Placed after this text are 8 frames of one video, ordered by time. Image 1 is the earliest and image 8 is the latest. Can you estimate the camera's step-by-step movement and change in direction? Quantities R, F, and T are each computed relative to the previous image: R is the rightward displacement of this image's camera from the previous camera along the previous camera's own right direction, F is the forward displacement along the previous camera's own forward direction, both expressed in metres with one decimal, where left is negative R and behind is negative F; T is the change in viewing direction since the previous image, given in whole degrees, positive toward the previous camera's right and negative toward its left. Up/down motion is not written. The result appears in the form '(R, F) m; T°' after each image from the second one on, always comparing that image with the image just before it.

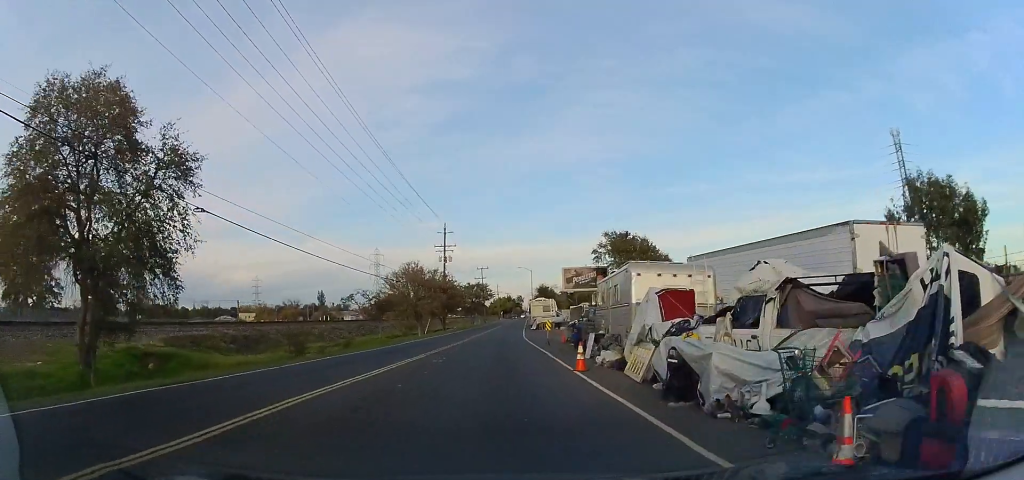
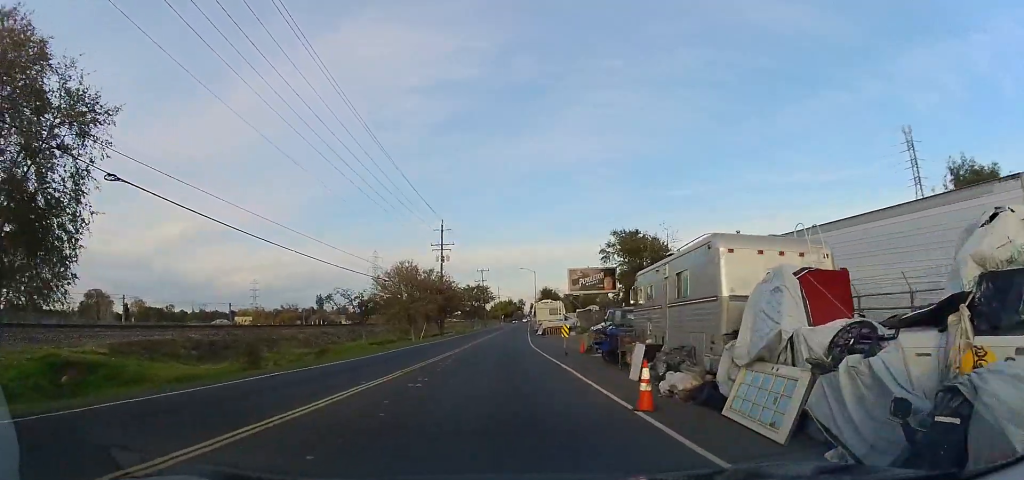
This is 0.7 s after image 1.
(0.0, +5.3) m; 0°
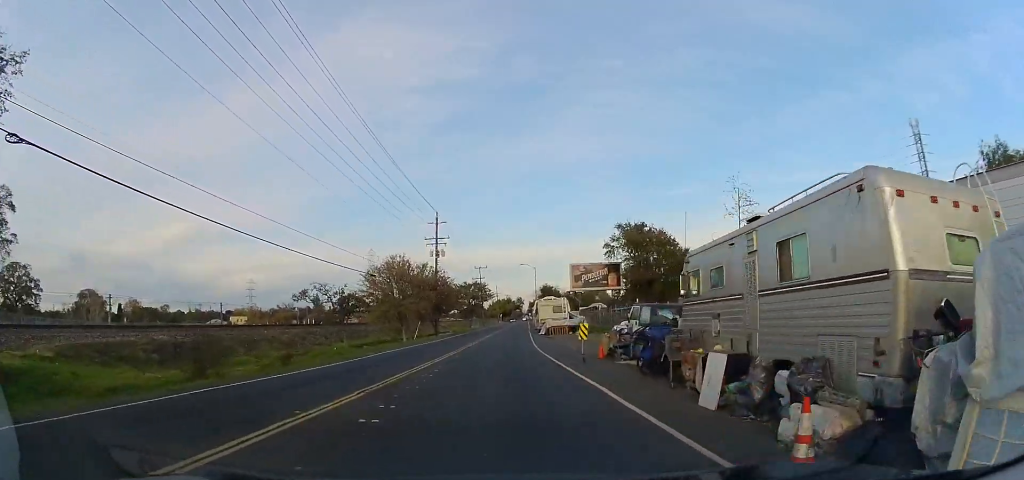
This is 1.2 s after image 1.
(0.0, +4.0) m; 0°
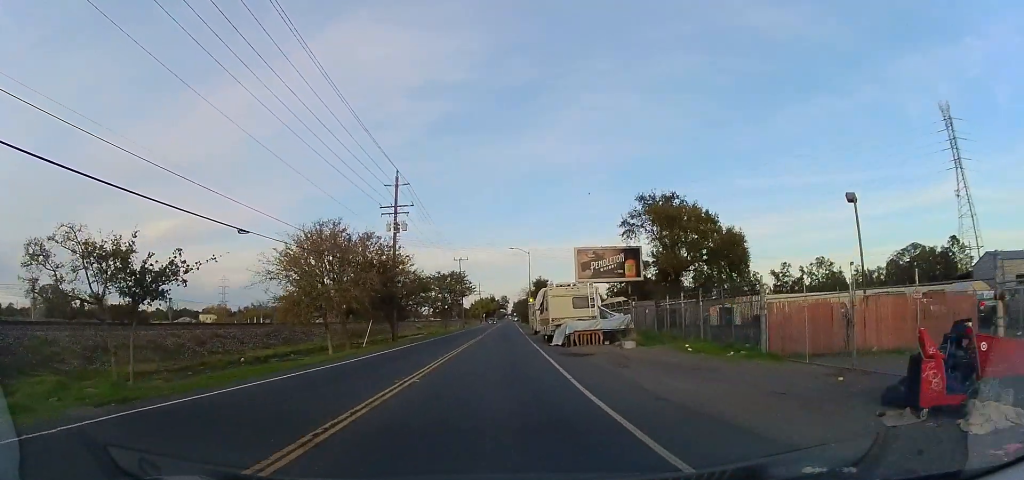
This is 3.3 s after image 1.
(-0.2, +17.5) m; -2°
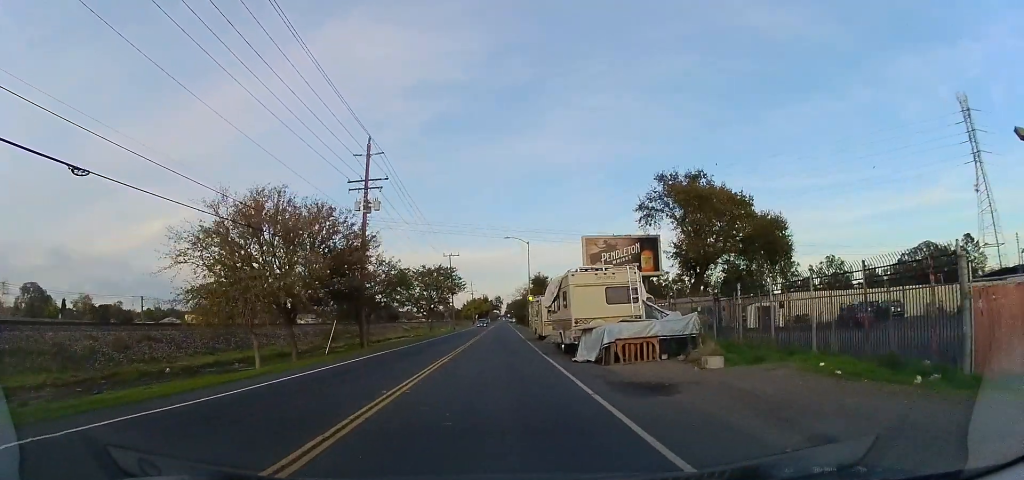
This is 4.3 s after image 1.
(-0.1, +8.9) m; +1°
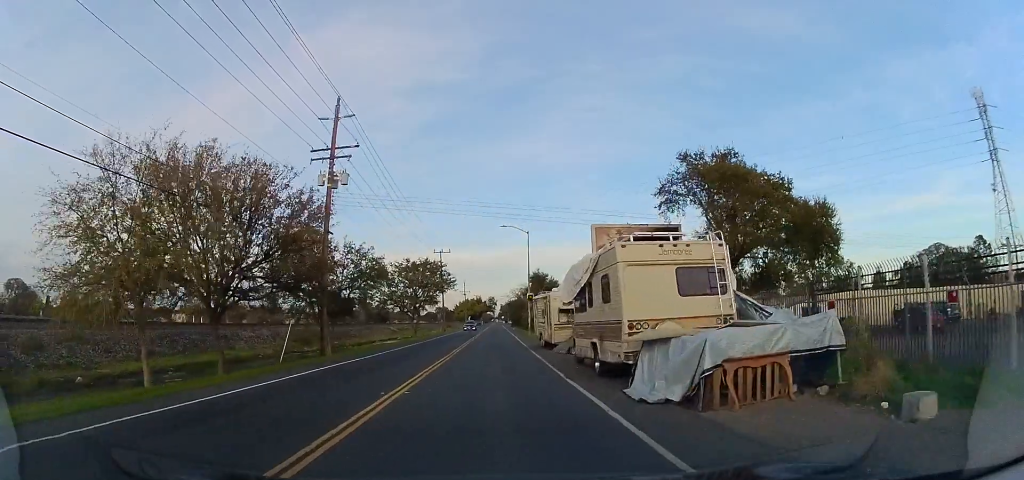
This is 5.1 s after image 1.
(+0.2, +7.2) m; +3°
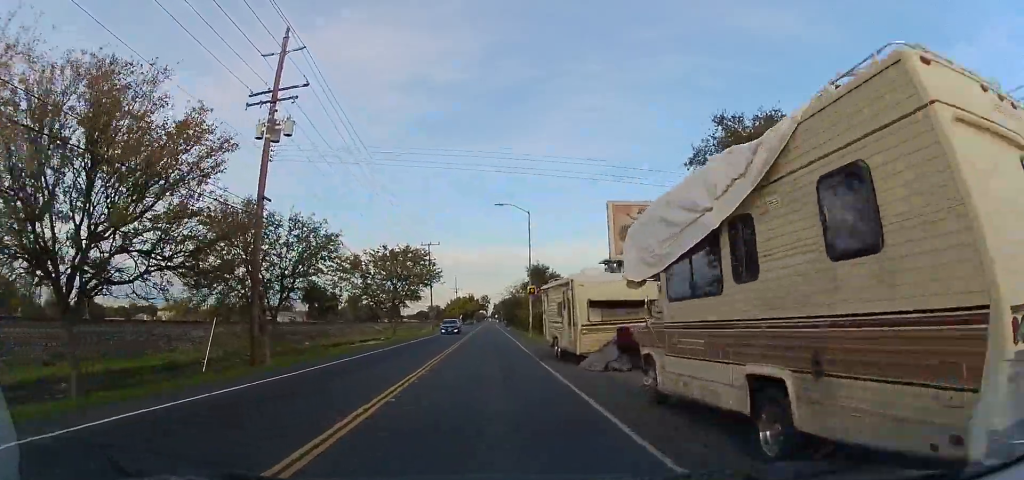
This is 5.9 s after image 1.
(+0.3, +7.9) m; 0°
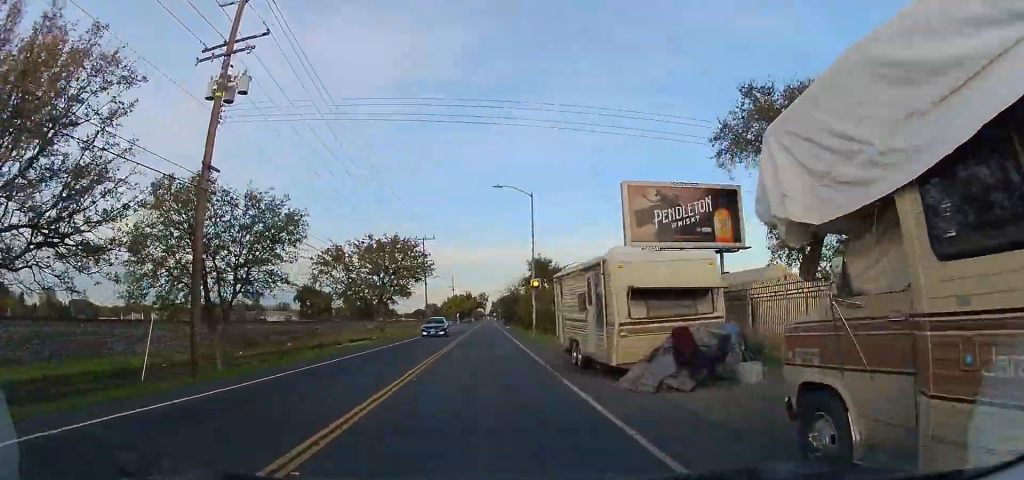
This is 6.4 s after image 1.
(-0.2, +4.5) m; +1°
